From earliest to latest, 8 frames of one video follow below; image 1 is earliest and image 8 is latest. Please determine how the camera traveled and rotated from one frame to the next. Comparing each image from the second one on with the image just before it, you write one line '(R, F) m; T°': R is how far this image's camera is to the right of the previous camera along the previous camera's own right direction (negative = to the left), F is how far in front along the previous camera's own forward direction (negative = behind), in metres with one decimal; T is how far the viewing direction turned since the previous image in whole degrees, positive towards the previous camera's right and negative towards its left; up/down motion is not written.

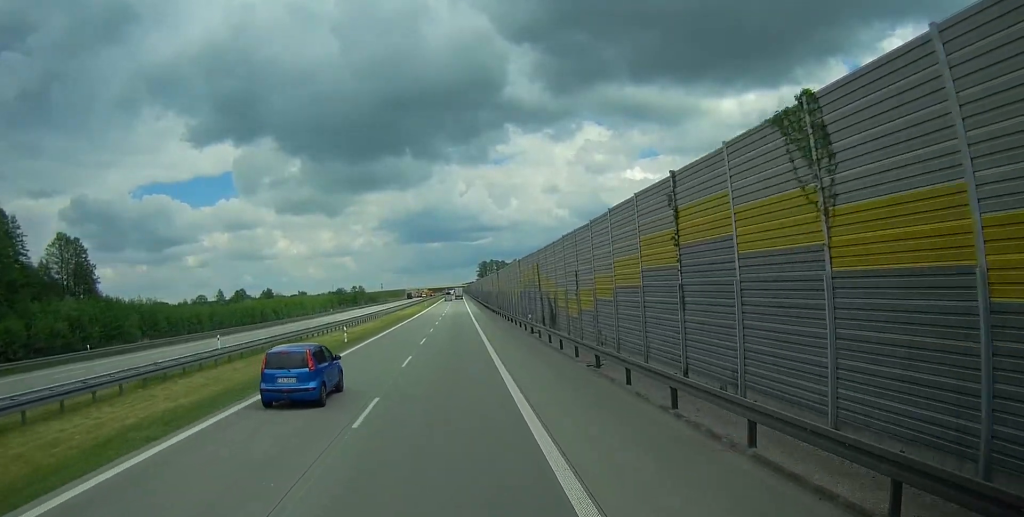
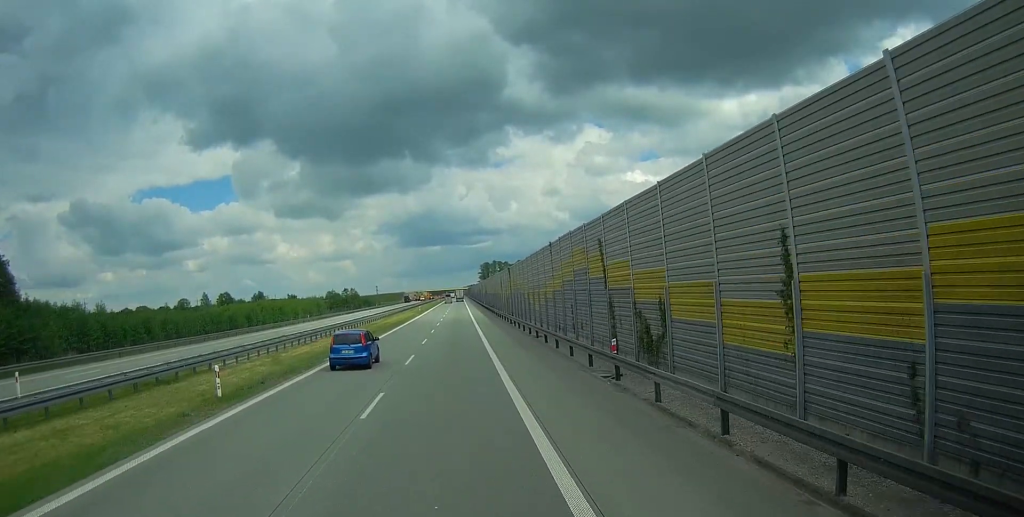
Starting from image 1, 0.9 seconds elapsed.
(0.0, +22.9) m; 0°
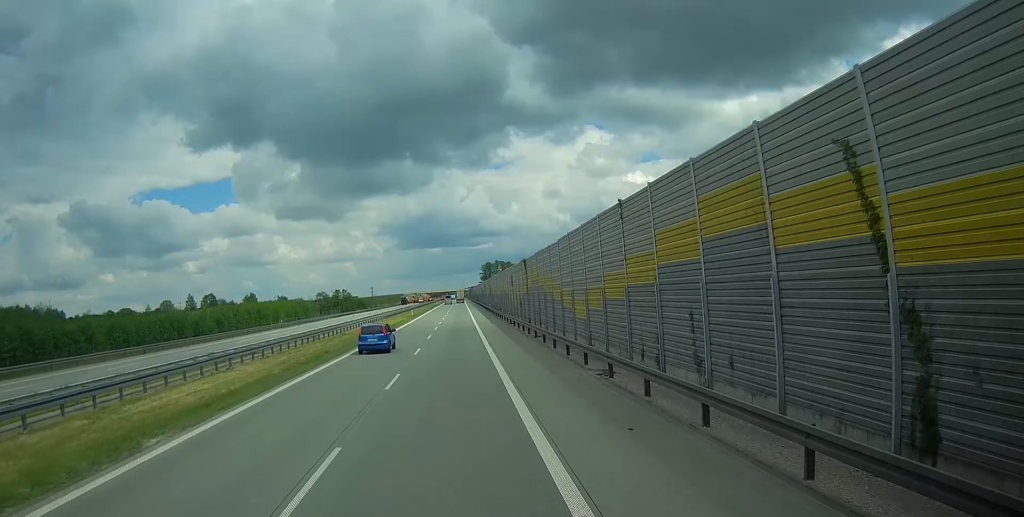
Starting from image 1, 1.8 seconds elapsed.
(0.0, +19.2) m; 0°
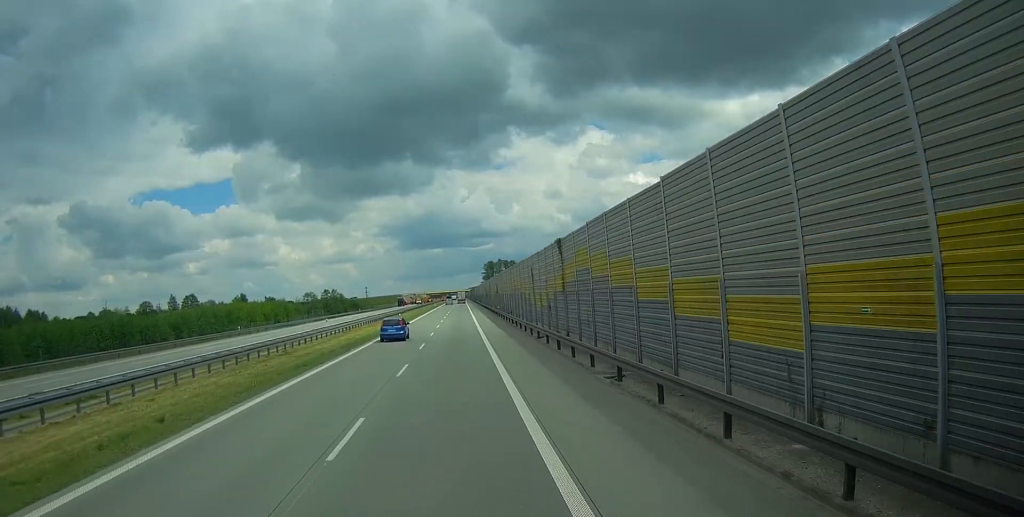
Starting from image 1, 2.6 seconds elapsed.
(0.0, +21.1) m; 0°
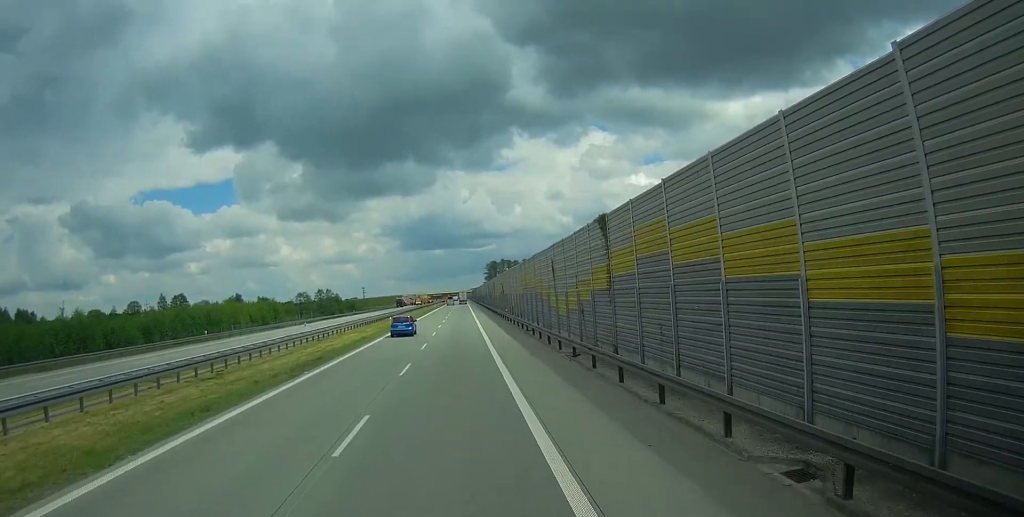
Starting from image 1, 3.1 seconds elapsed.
(-0.1, +11.9) m; 0°
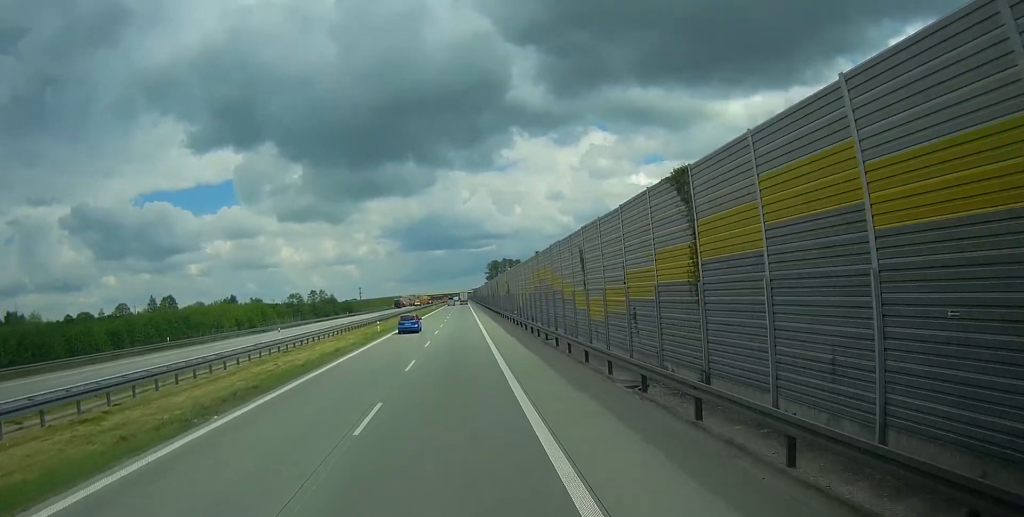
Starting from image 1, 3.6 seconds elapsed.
(+0.1, +10.3) m; 0°
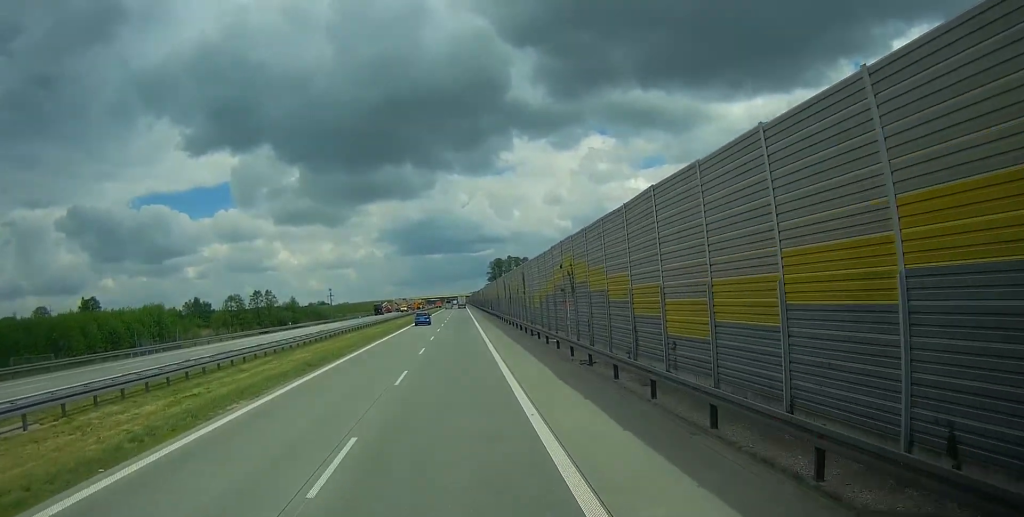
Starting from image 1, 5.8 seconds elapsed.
(-0.5, +53.2) m; -1°
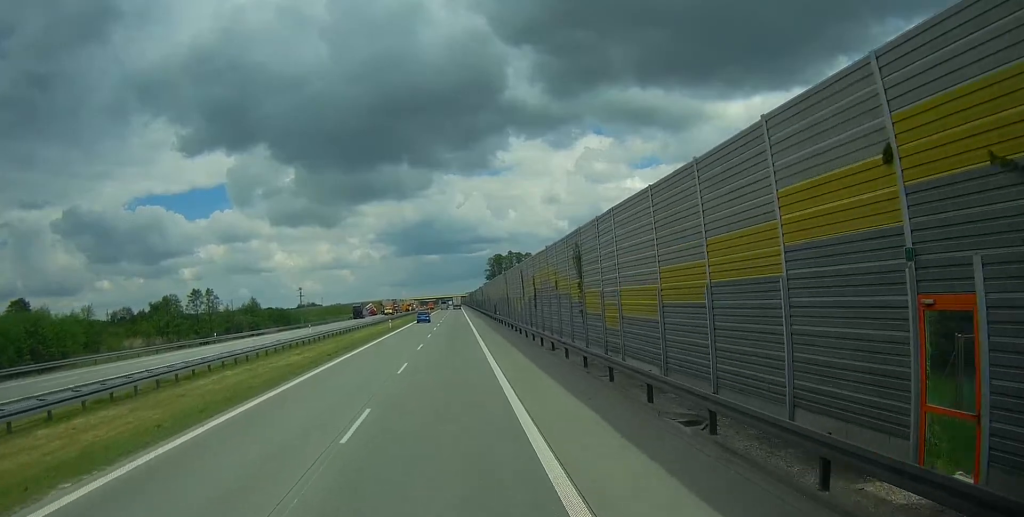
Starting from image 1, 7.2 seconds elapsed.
(+0.2, +32.7) m; +1°
